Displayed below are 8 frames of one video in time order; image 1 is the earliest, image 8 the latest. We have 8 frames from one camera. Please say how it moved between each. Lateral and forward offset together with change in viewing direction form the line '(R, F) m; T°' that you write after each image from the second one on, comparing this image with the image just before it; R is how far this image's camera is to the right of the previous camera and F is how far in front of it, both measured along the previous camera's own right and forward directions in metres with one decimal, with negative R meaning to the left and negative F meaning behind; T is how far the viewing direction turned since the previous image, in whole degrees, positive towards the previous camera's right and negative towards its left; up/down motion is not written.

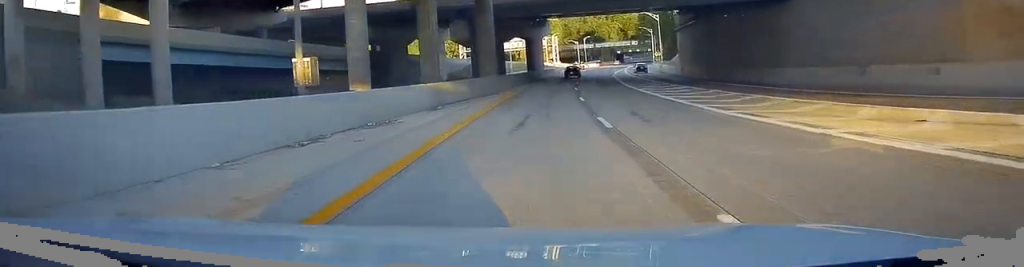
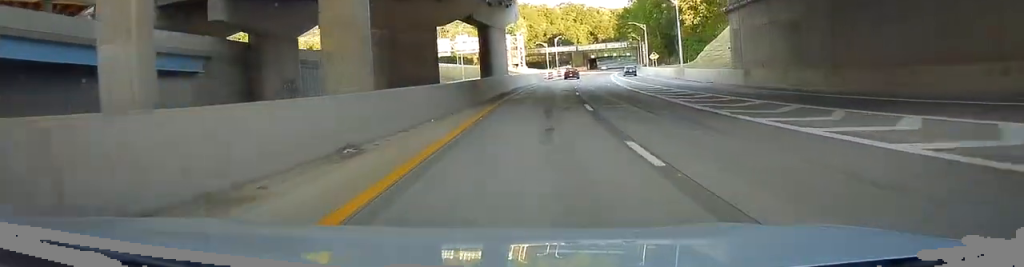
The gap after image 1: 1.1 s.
(+0.7, +30.7) m; +6°
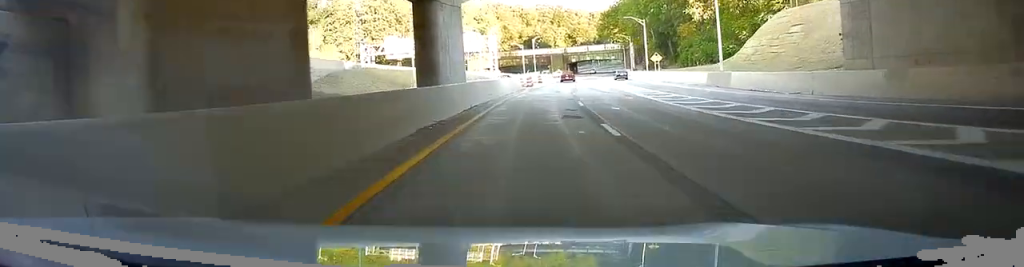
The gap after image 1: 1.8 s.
(+1.8, +20.3) m; +4°
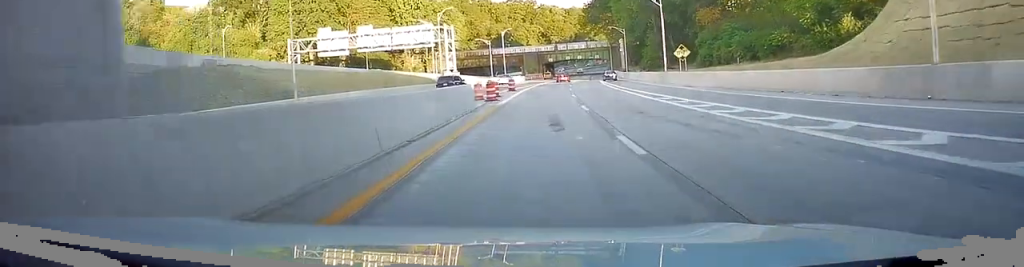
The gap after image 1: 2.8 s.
(+0.3, +27.5) m; +2°
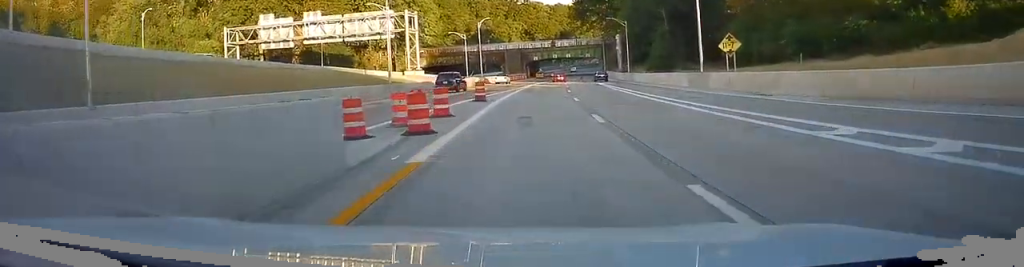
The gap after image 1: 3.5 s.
(+0.3, +18.0) m; +1°
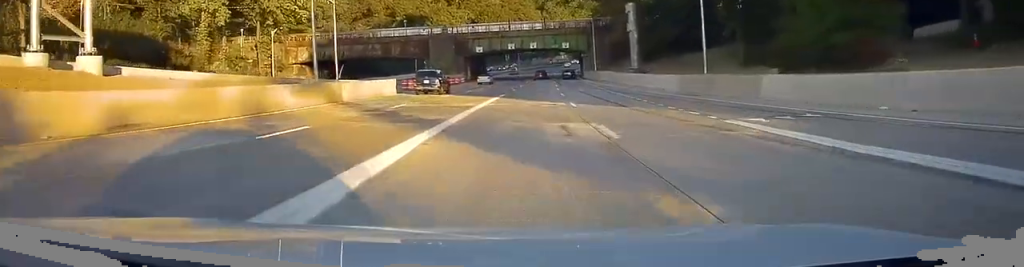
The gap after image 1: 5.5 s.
(+1.2, +53.7) m; +2°
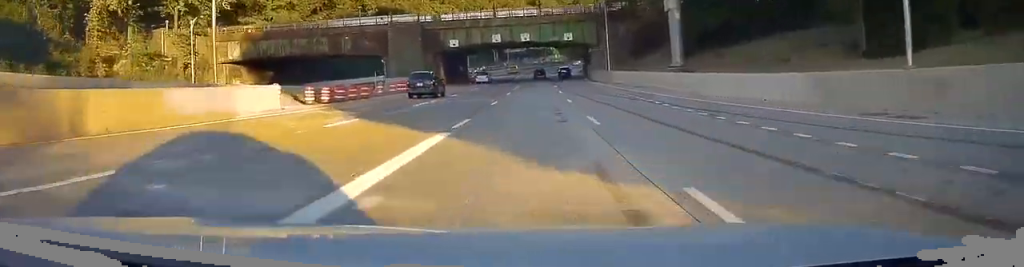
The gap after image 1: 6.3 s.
(+0.1, +20.5) m; 0°
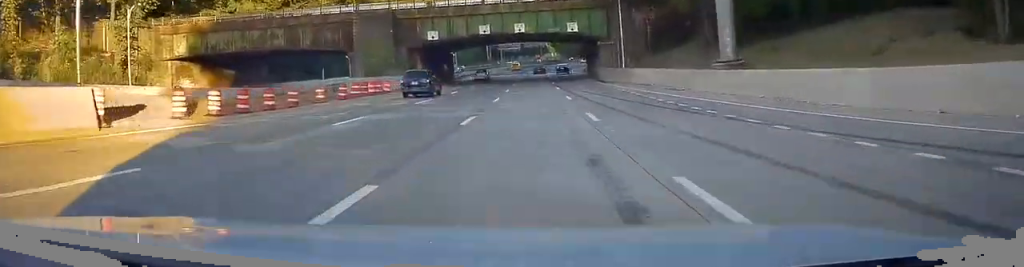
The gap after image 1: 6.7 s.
(-0.2, +11.5) m; 0°
